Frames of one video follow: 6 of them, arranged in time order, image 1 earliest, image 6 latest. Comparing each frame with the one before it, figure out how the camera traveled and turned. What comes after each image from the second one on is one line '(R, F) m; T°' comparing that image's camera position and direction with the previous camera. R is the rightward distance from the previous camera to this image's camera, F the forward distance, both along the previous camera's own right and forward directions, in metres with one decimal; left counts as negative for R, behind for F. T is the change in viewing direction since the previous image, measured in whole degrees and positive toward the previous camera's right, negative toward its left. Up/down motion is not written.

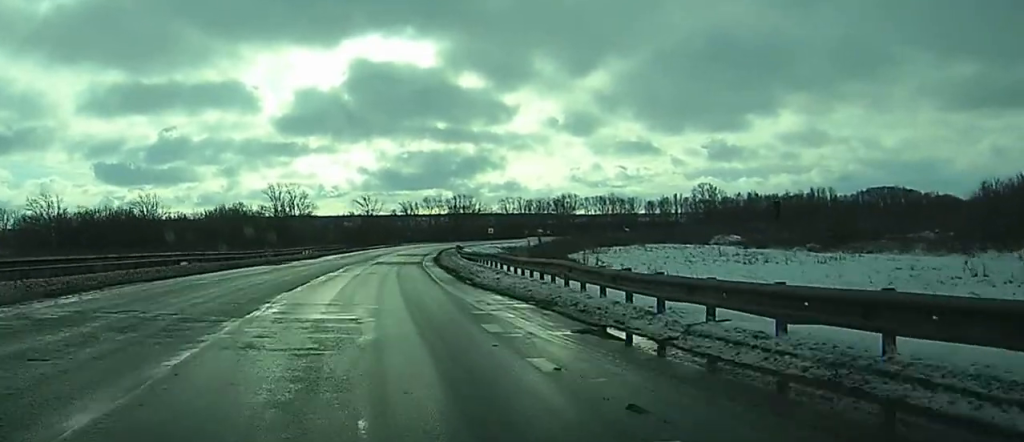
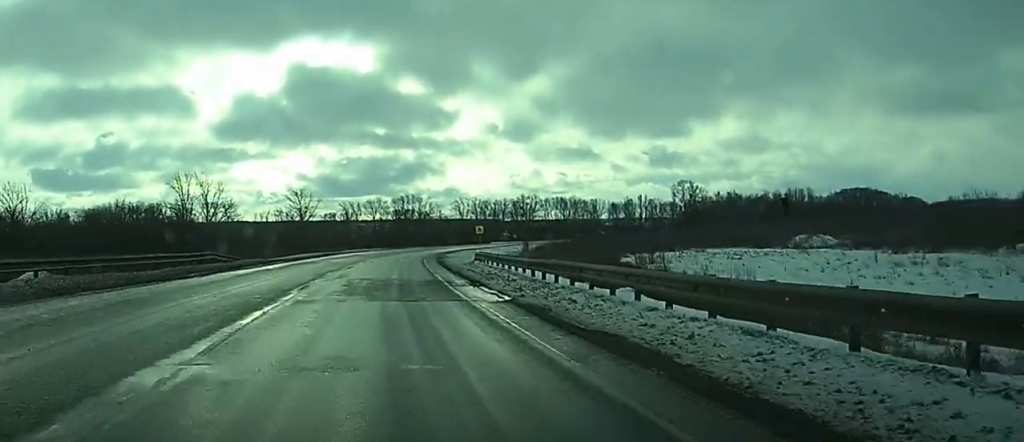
(0.0, +58.7) m; +2°
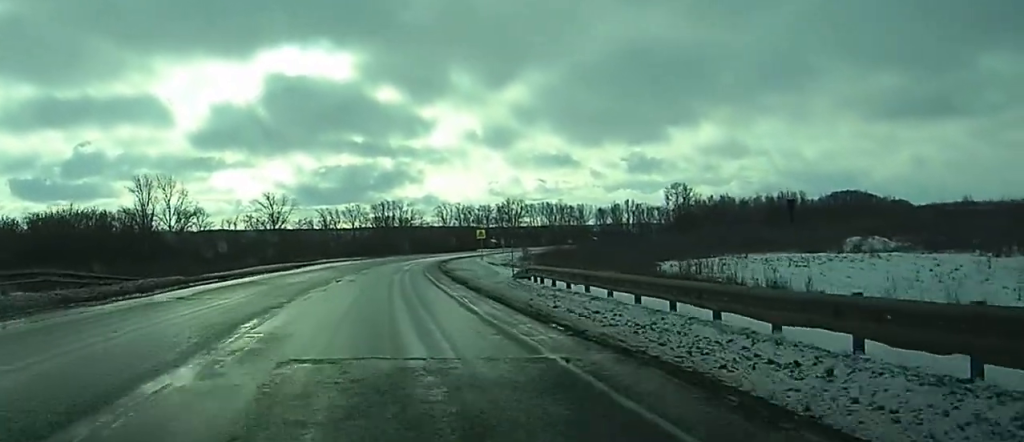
(+0.4, +19.6) m; +2°
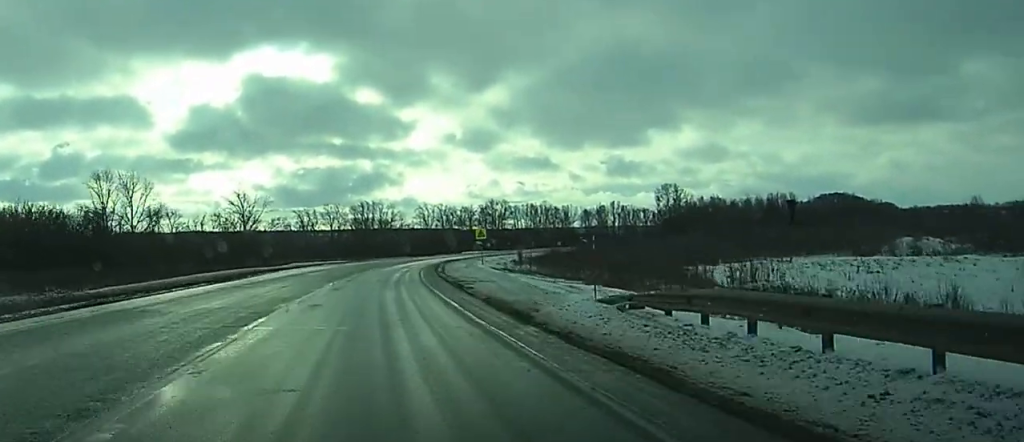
(+0.1, +15.4) m; +1°
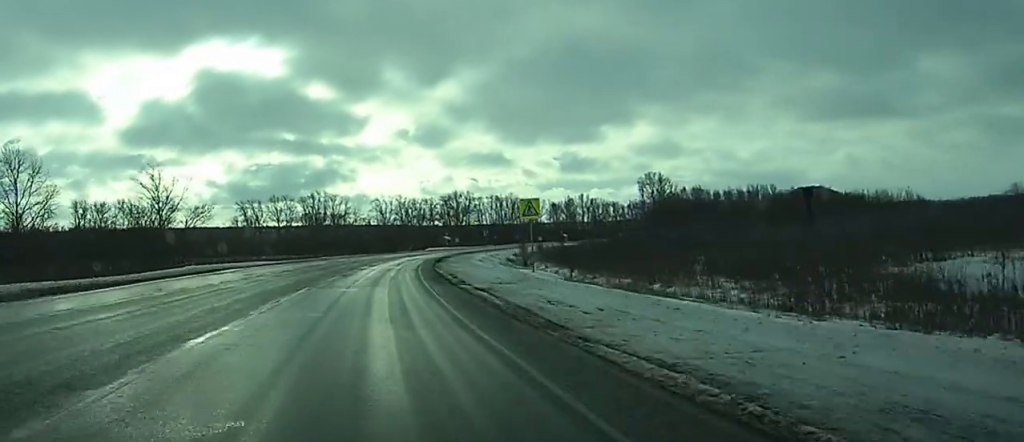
(+1.0, +39.5) m; +2°
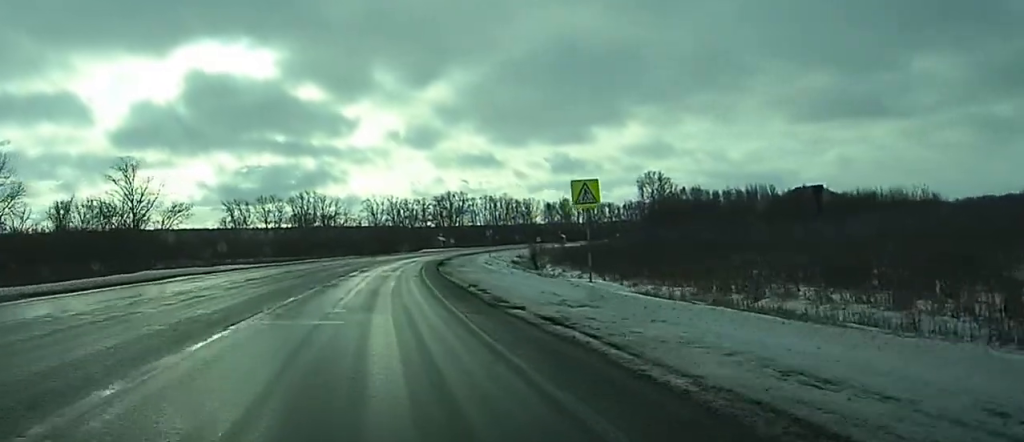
(-0.1, +11.2) m; +1°
